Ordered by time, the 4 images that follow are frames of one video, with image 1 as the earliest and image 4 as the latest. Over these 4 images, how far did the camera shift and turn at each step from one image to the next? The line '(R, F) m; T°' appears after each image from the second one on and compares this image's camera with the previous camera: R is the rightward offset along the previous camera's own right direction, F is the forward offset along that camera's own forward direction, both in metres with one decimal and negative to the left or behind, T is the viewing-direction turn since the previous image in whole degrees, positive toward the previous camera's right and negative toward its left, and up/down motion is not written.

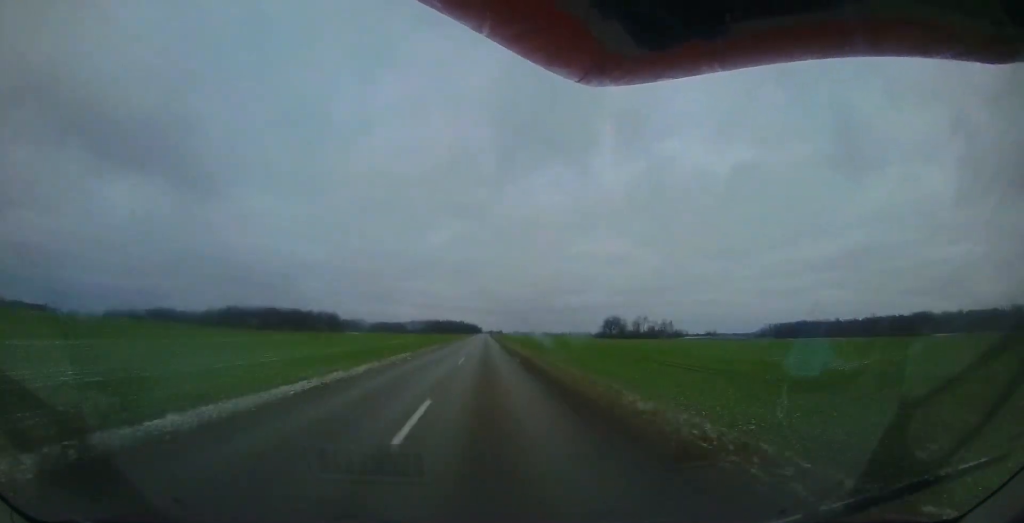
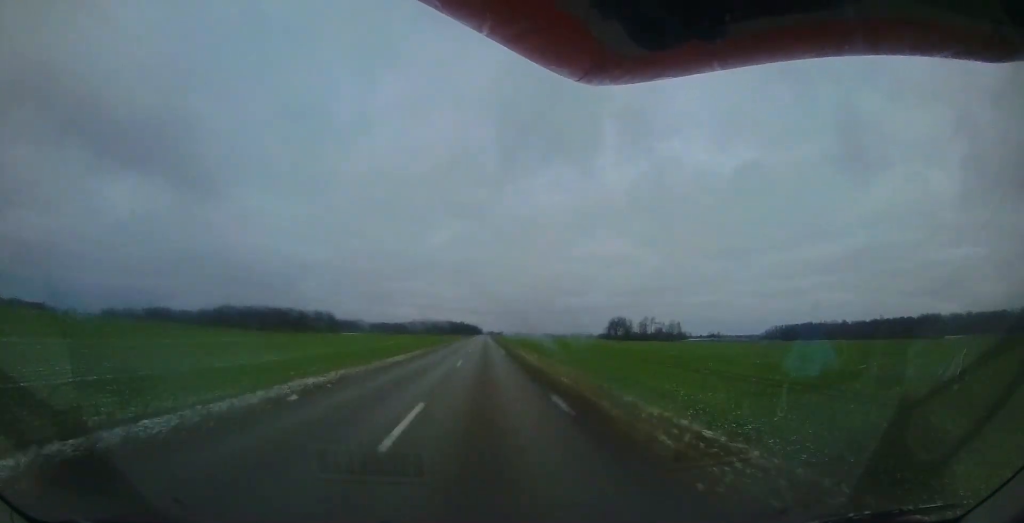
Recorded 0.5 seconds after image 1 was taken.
(+0.1, +12.2) m; 0°
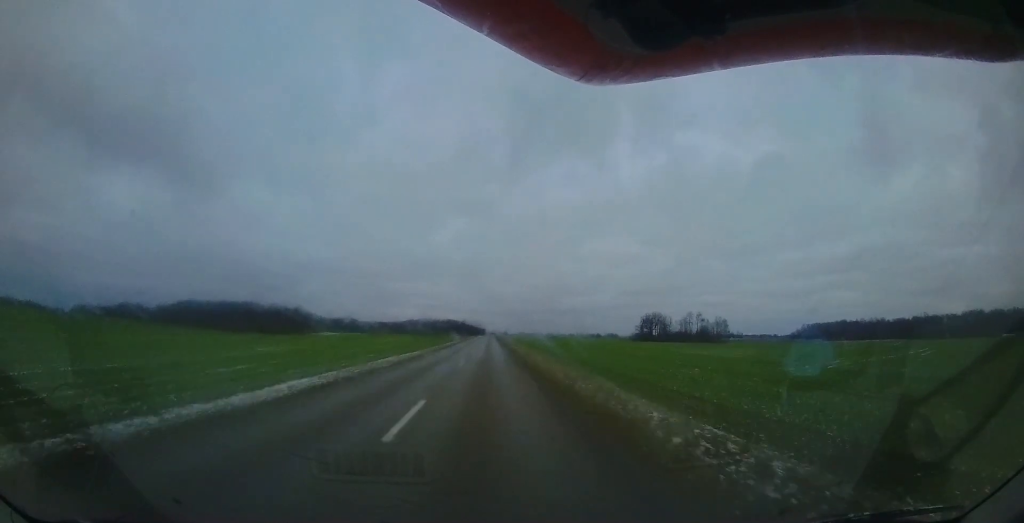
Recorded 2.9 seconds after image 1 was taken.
(-0.9, +59.2) m; -1°
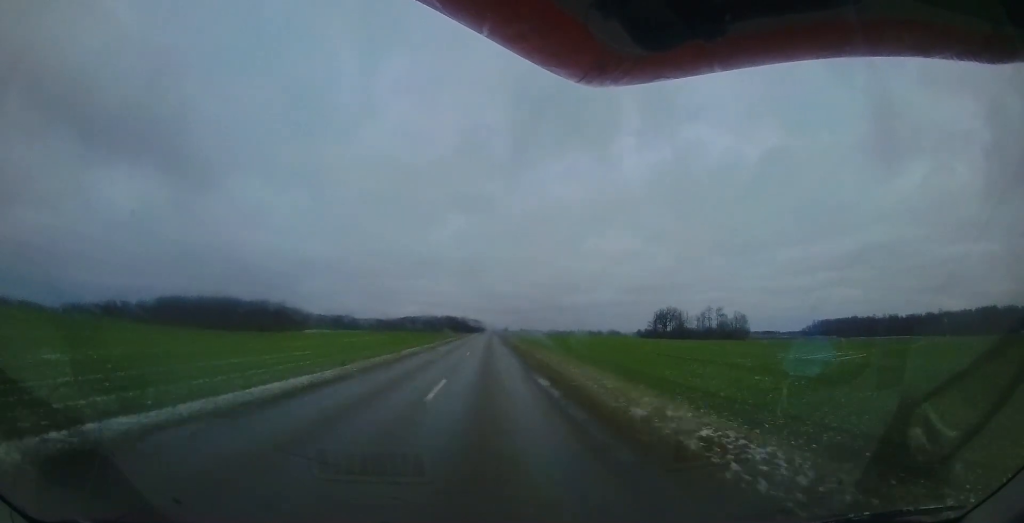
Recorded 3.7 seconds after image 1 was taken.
(+0.3, +20.9) m; 0°
